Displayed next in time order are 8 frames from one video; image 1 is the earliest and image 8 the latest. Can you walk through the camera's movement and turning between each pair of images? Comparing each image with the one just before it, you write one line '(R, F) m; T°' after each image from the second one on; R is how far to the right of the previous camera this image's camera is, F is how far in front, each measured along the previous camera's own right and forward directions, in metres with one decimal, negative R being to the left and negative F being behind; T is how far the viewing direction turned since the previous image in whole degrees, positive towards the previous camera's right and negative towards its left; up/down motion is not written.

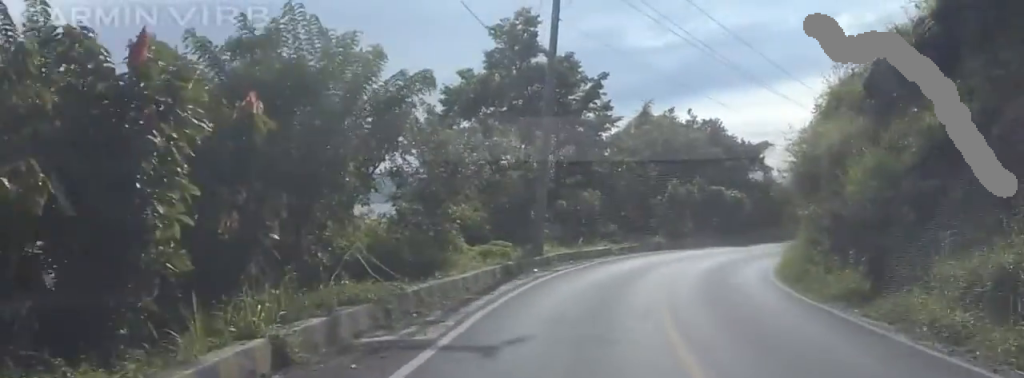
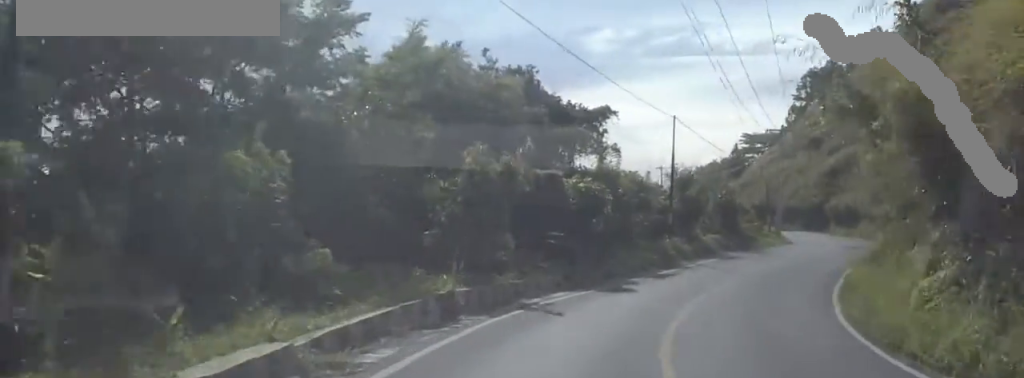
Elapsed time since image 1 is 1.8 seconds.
(+3.5, +22.6) m; +19°
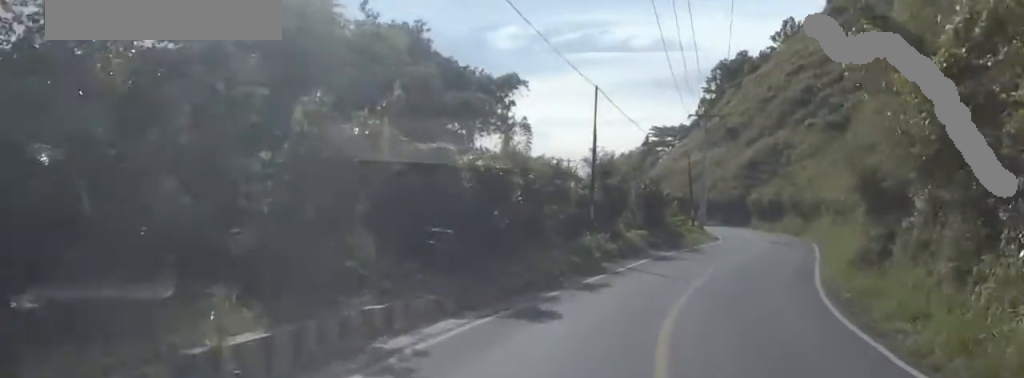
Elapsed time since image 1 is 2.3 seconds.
(+0.3, +7.0) m; +3°
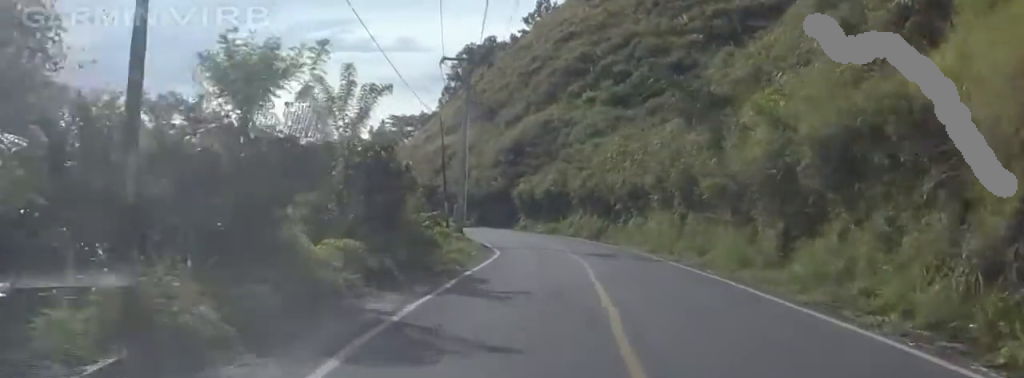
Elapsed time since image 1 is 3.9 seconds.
(+1.8, +22.0) m; +11°
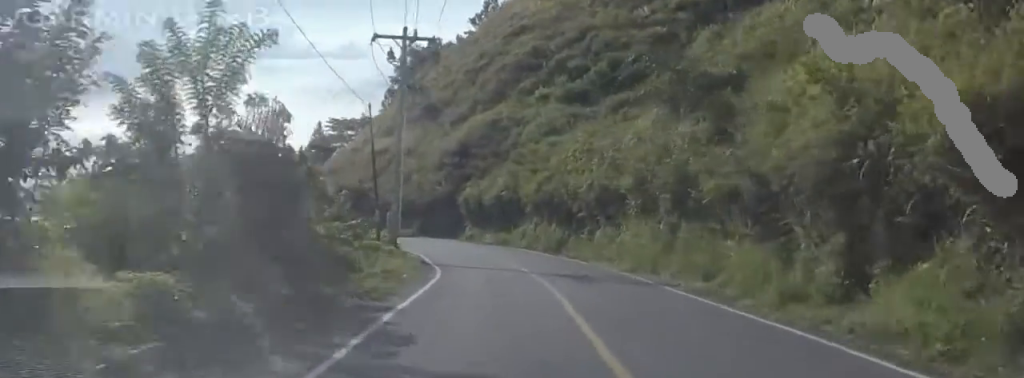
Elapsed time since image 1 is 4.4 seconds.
(+0.5, +6.9) m; 0°
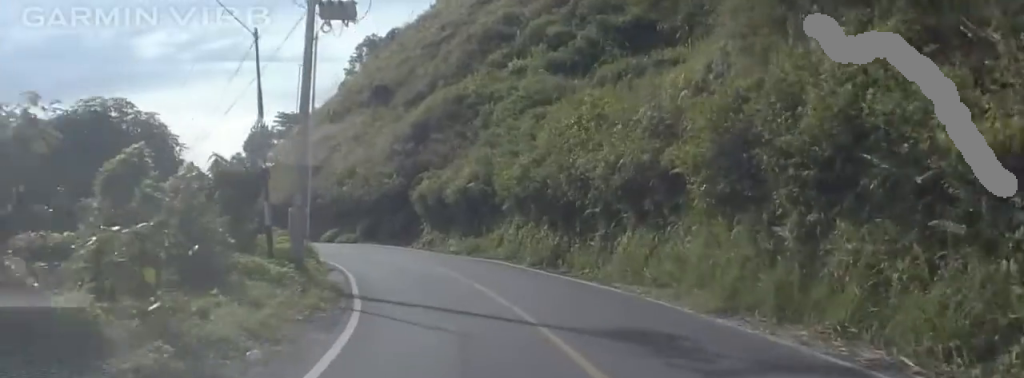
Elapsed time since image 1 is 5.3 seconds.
(+0.1, +12.6) m; 0°
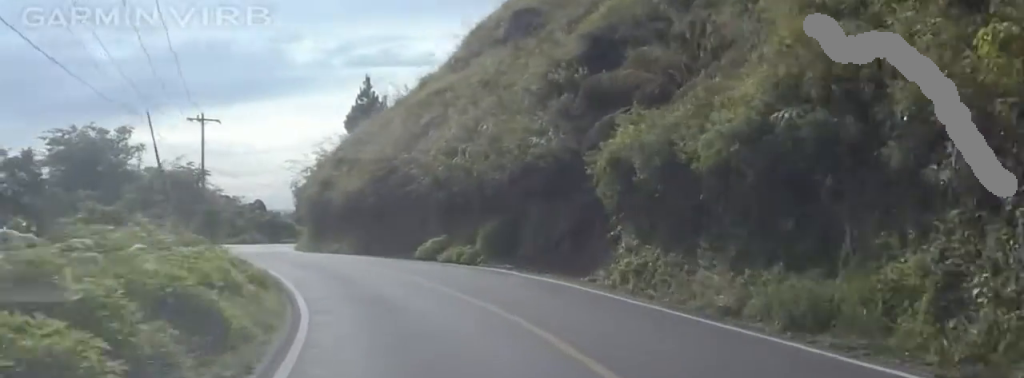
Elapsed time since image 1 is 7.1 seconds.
(-0.7, +25.5) m; -12°
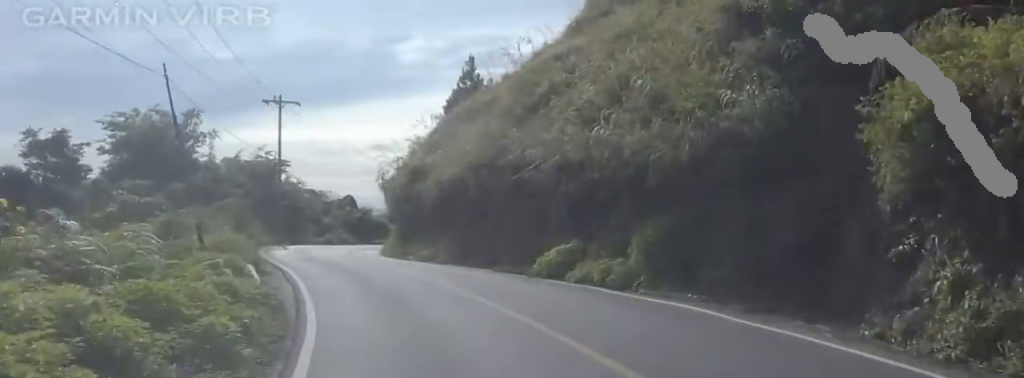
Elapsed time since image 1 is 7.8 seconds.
(-1.7, +9.5) m; -9°
